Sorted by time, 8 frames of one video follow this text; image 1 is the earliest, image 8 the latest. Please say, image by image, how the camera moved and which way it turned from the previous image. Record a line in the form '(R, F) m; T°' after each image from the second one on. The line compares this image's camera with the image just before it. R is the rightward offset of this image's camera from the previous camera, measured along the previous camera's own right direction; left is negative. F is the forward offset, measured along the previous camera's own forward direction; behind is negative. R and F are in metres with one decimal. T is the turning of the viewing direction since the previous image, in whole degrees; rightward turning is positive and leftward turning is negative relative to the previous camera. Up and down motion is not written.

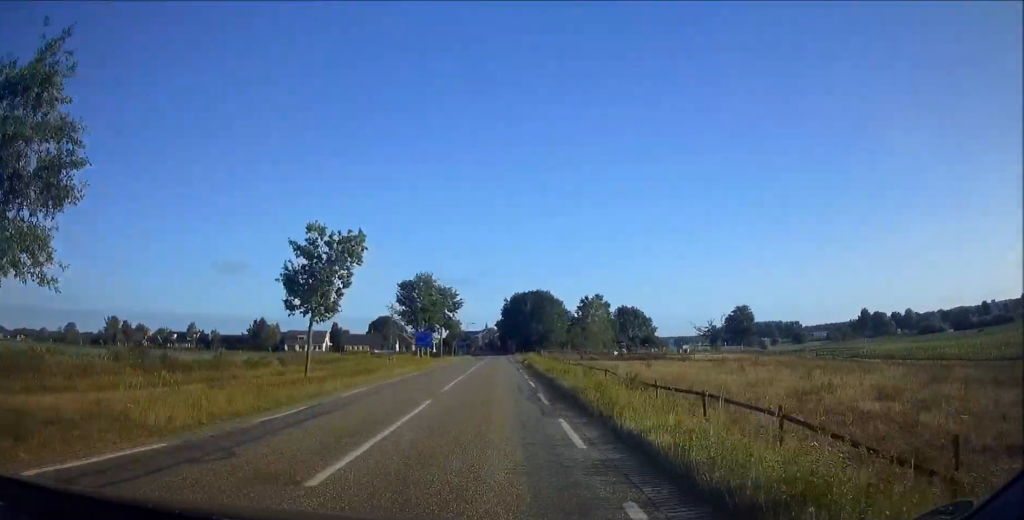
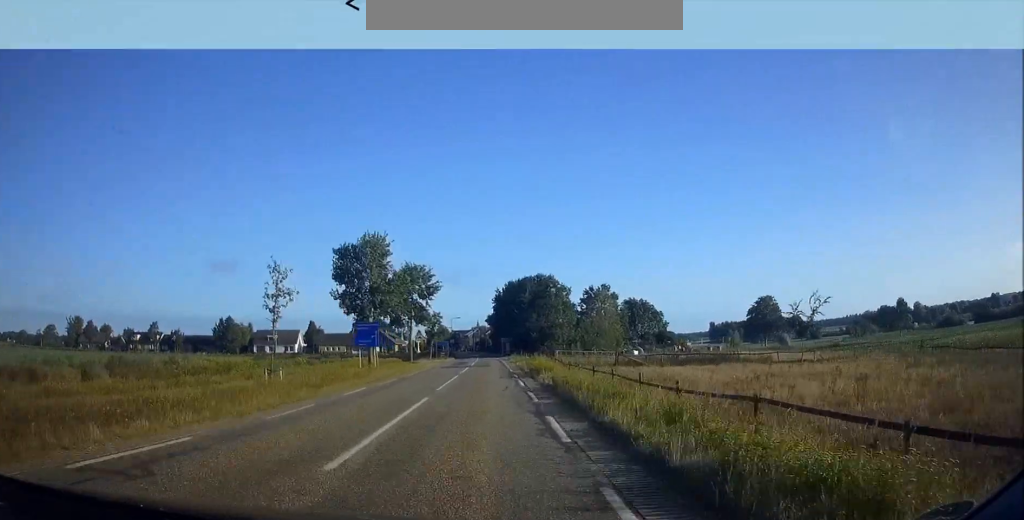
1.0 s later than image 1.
(+0.2, +21.2) m; 0°
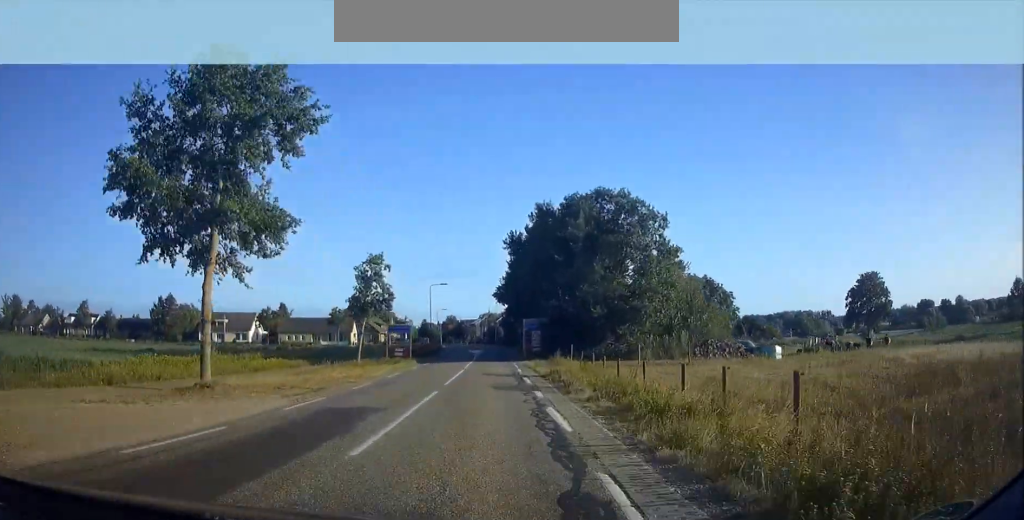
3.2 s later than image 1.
(-0.2, +43.2) m; -1°
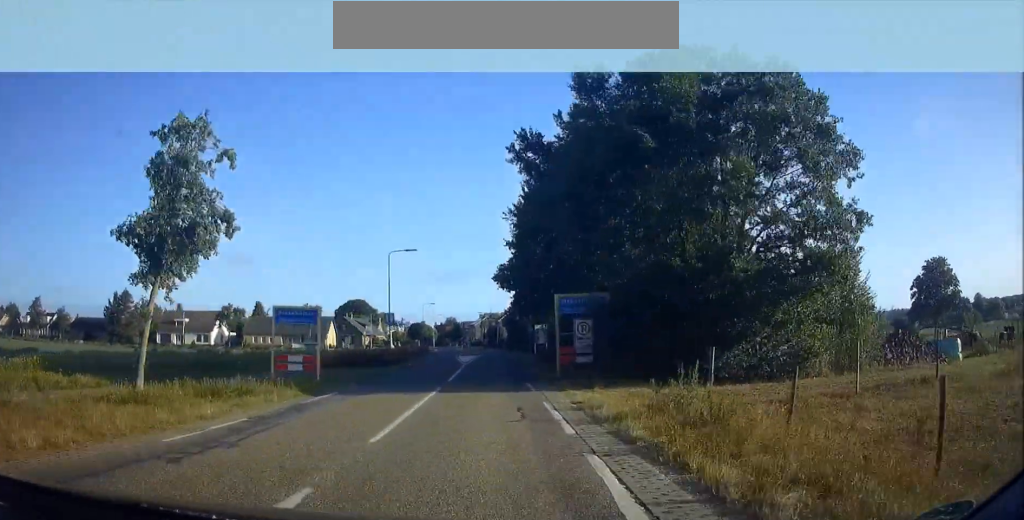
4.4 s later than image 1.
(-0.1, +21.0) m; -1°
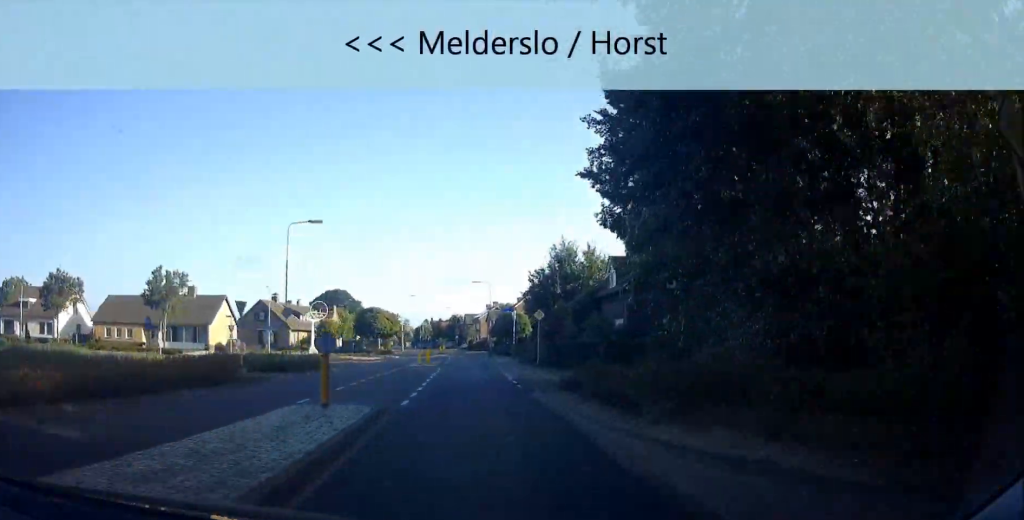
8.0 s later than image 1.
(-1.0, +55.6) m; -3°
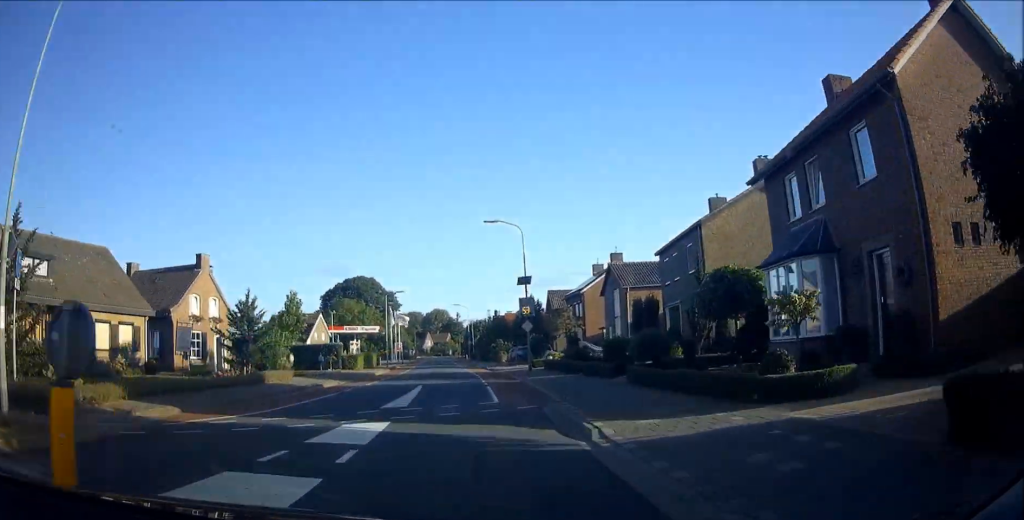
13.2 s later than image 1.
(-3.7, +70.3) m; -7°
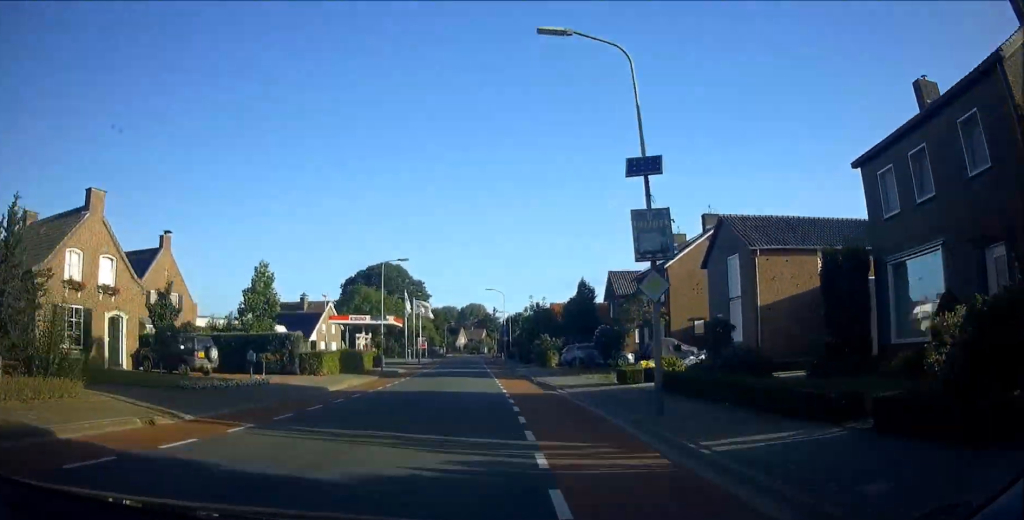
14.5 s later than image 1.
(-0.3, +16.9) m; -1°
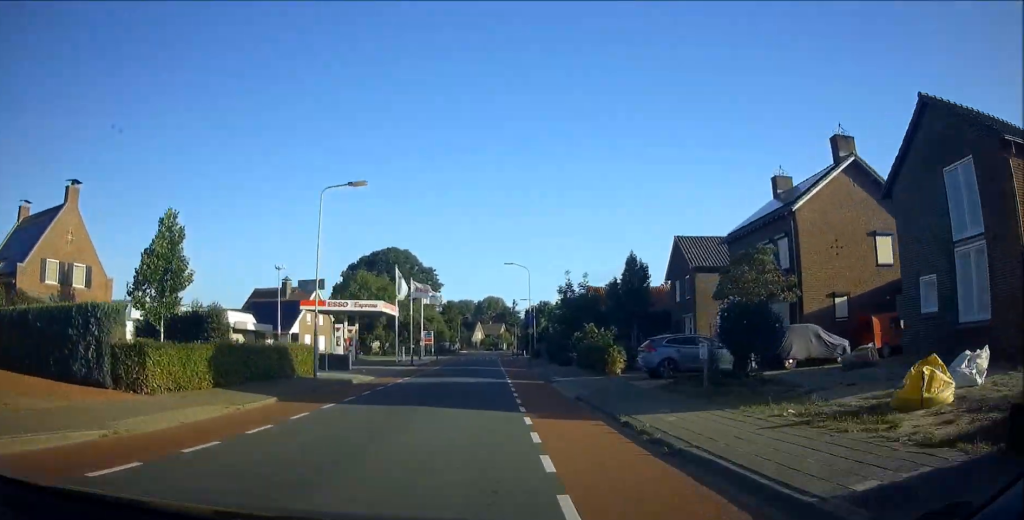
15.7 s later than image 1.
(-0.1, +16.1) m; -1°
